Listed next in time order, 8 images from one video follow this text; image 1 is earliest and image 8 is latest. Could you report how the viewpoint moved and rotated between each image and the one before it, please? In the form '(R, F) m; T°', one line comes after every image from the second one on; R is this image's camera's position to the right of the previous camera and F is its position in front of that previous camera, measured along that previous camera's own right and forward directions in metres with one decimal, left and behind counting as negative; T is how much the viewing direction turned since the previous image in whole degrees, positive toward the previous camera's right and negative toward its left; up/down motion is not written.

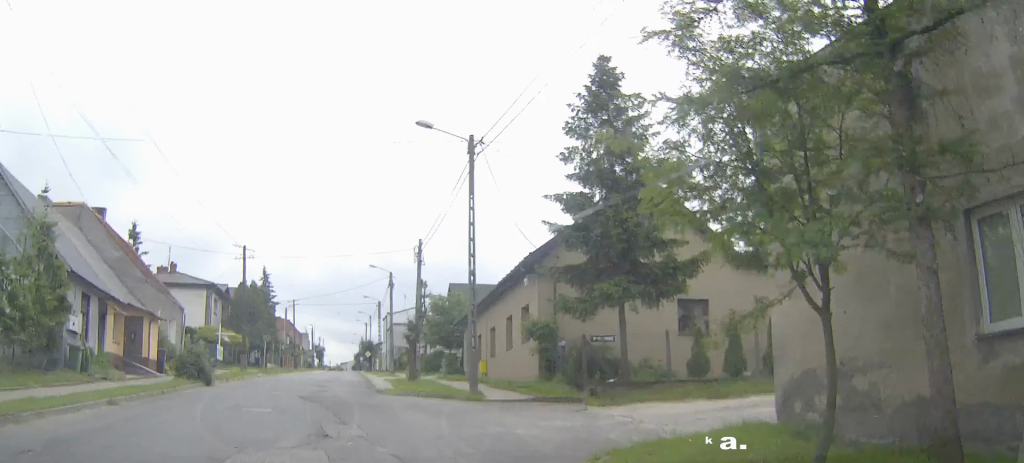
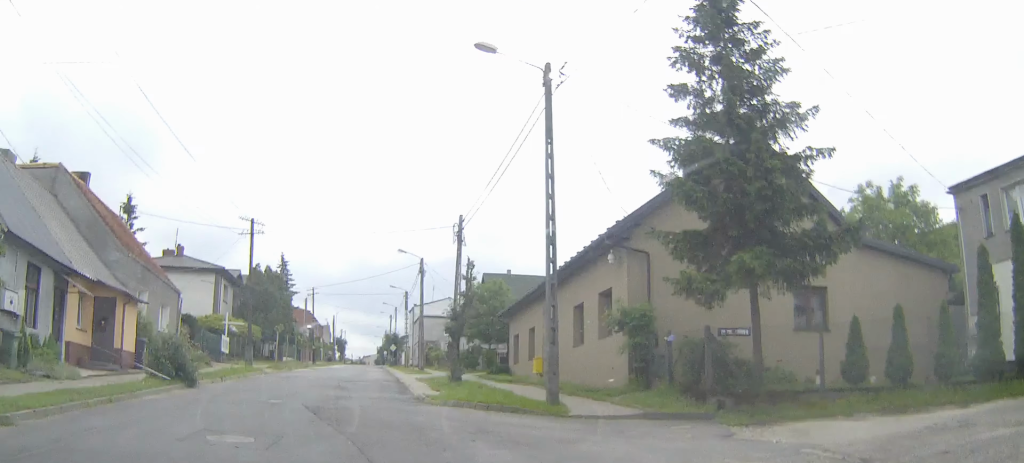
(+0.2, +6.5) m; 0°
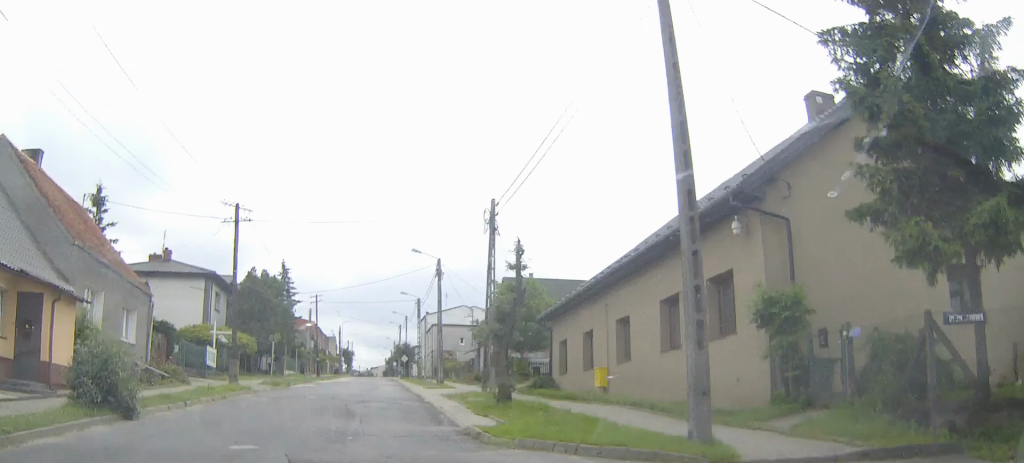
(-0.1, +6.6) m; -3°
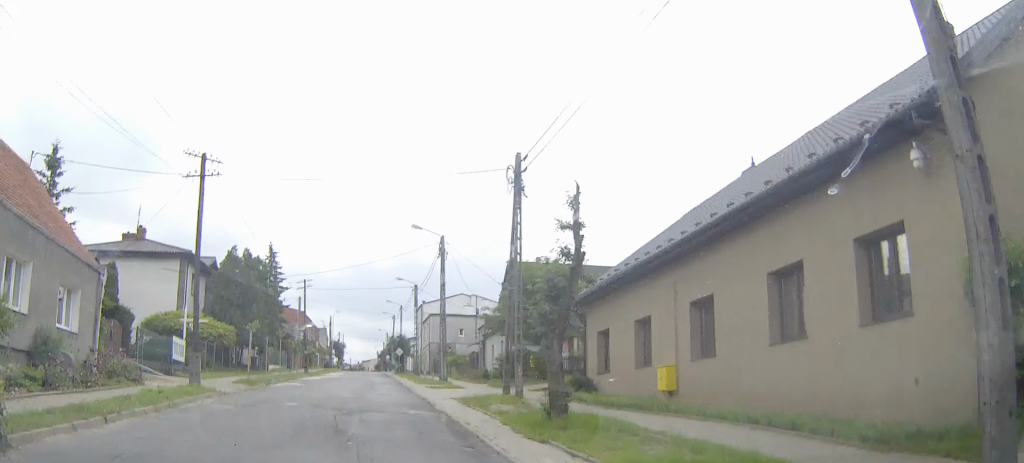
(-0.2, +5.6) m; -2°
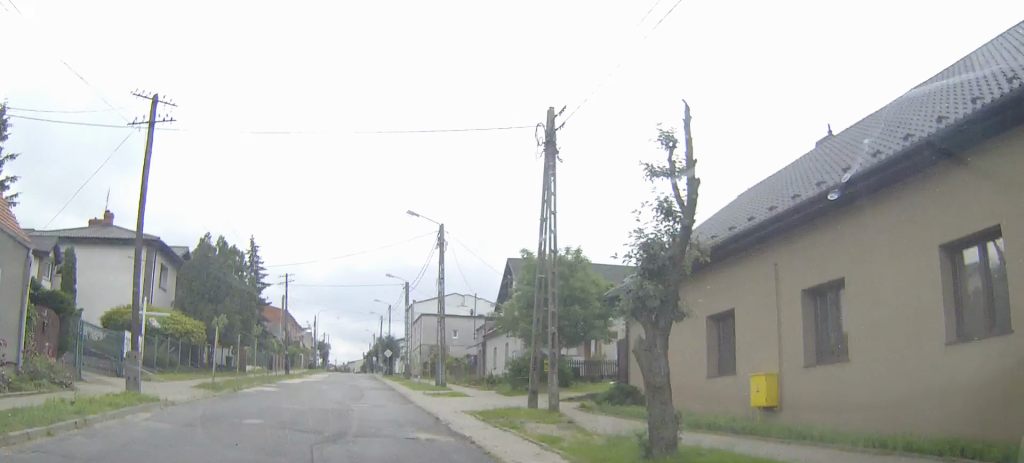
(-0.1, +5.1) m; 0°
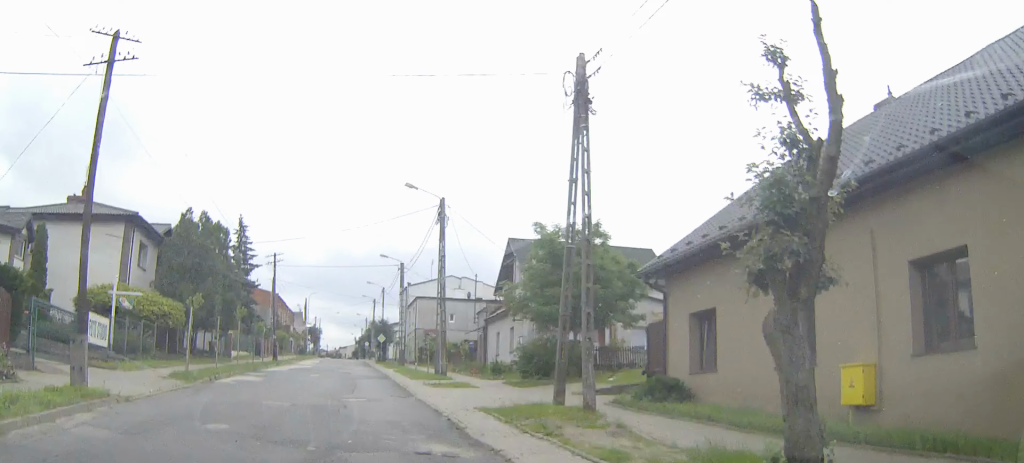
(0.0, +3.1) m; +1°
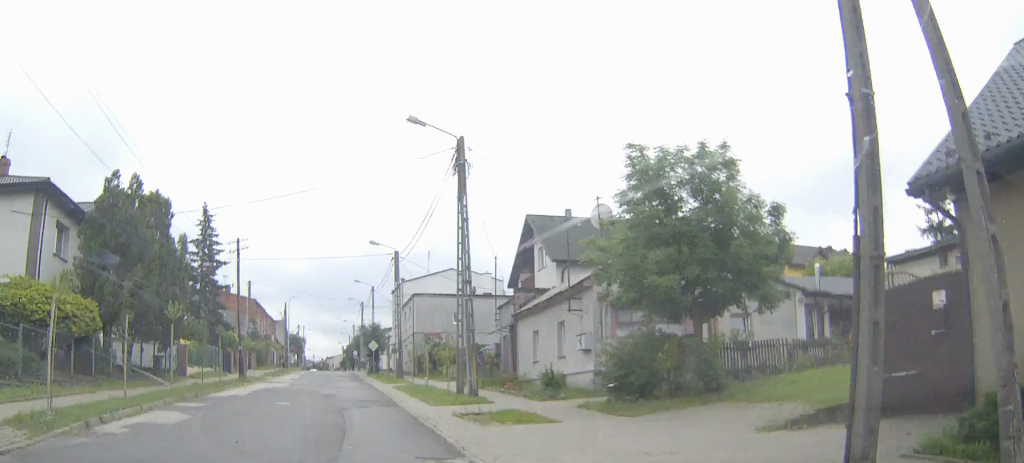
(+0.3, +10.5) m; +2°
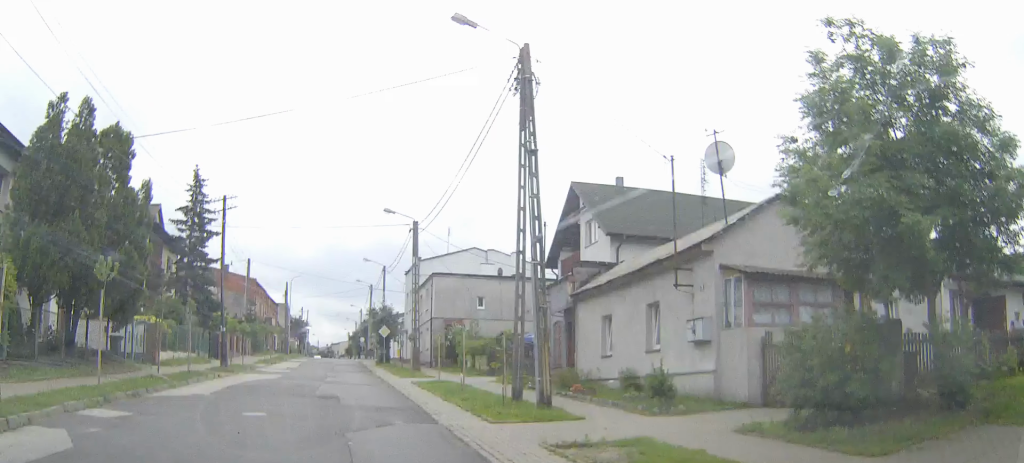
(0.0, +7.8) m; 0°
